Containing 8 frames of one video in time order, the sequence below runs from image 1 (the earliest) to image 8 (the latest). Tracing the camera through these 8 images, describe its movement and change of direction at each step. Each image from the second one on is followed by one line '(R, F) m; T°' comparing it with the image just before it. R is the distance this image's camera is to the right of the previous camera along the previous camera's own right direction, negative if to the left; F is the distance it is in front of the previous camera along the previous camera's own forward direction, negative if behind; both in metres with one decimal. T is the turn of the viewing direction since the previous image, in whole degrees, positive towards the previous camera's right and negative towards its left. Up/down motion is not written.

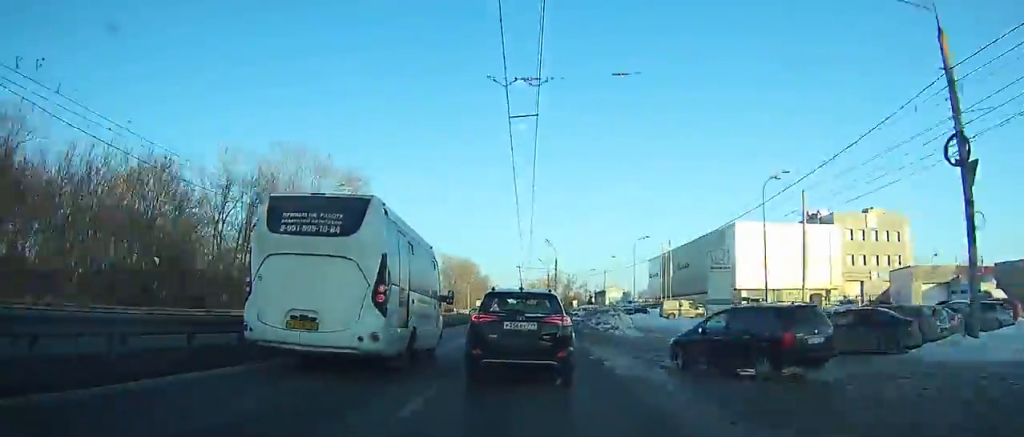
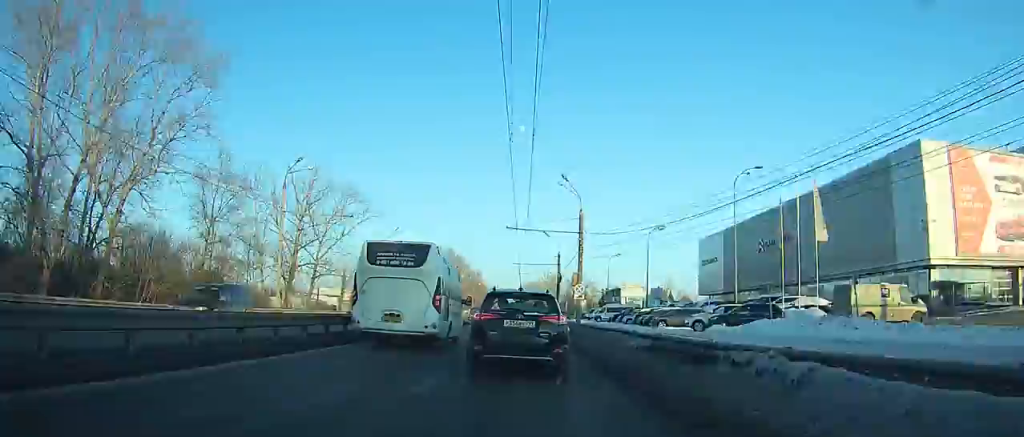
(0.0, +40.6) m; 0°
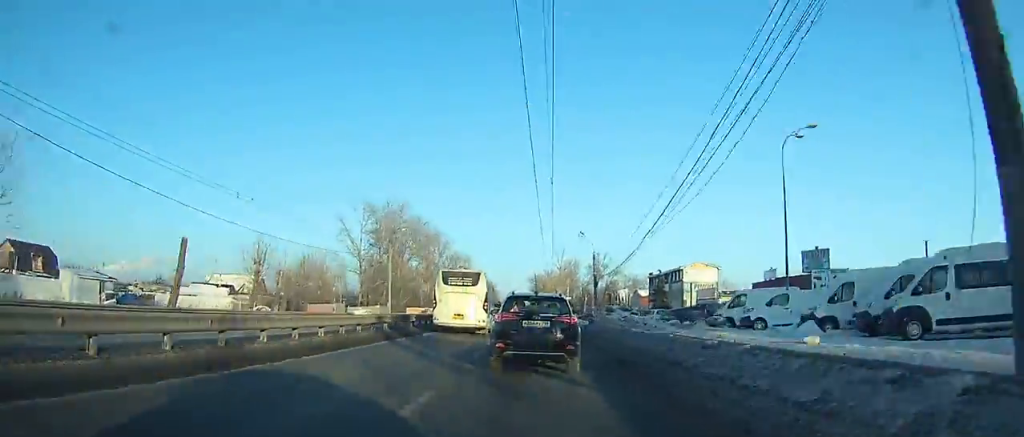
(-0.2, +68.7) m; 0°
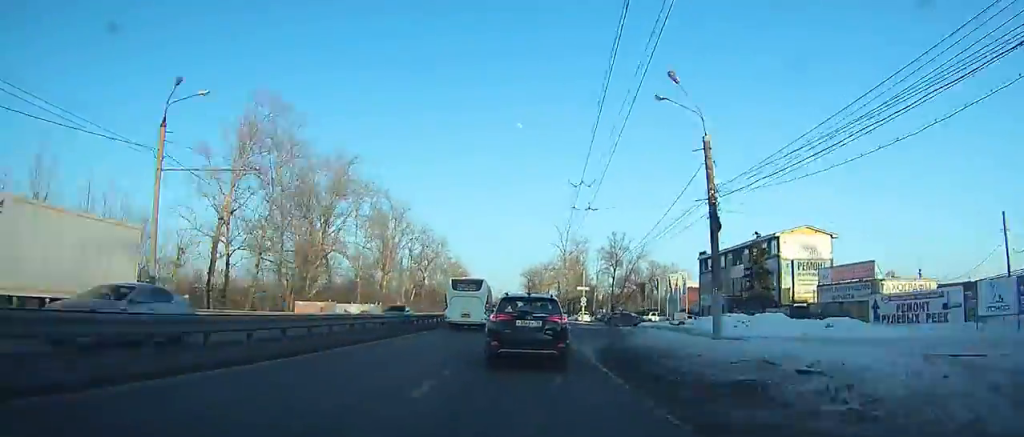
(0.0, +46.7) m; 0°
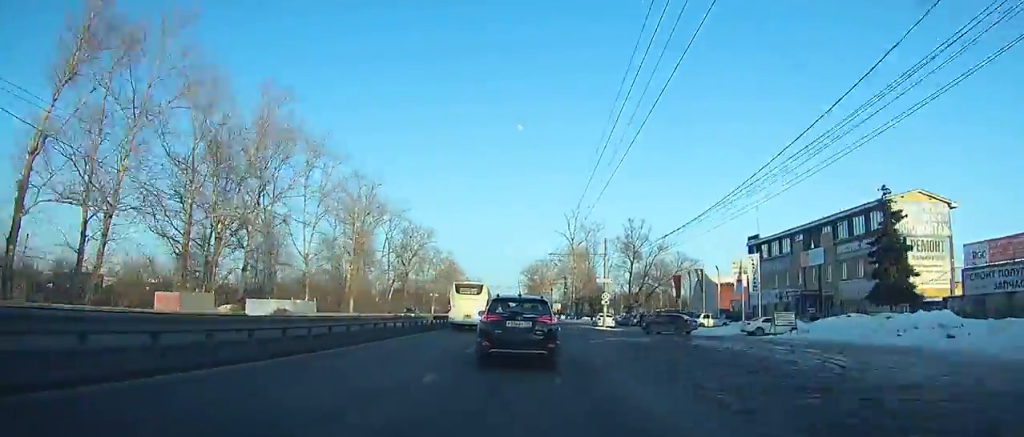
(0.0, +21.6) m; 0°
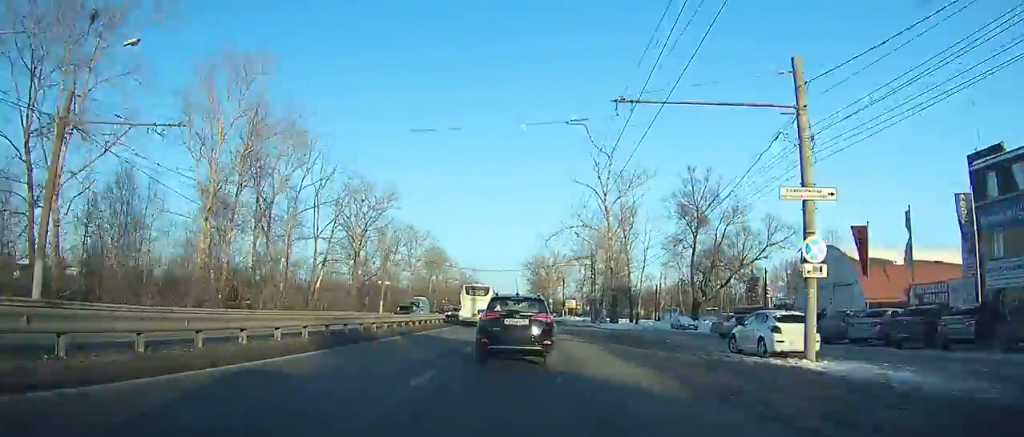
(0.0, +39.6) m; 0°
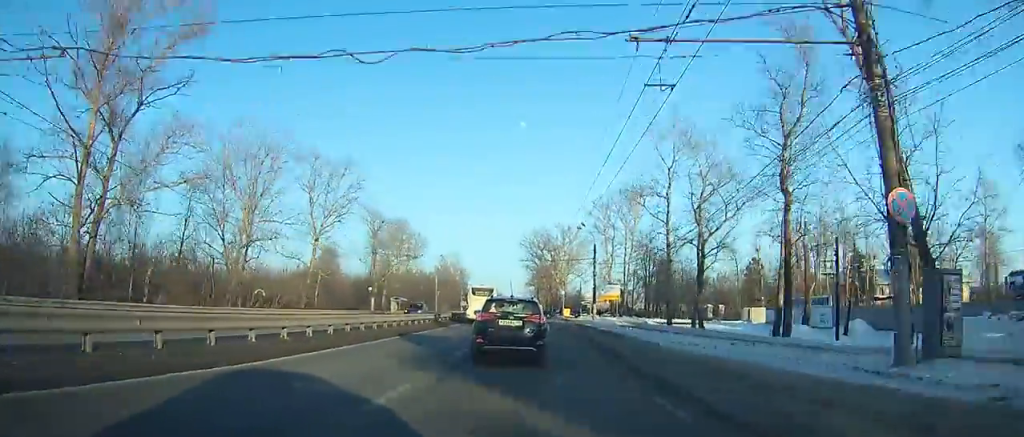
(-0.1, +54.9) m; 0°
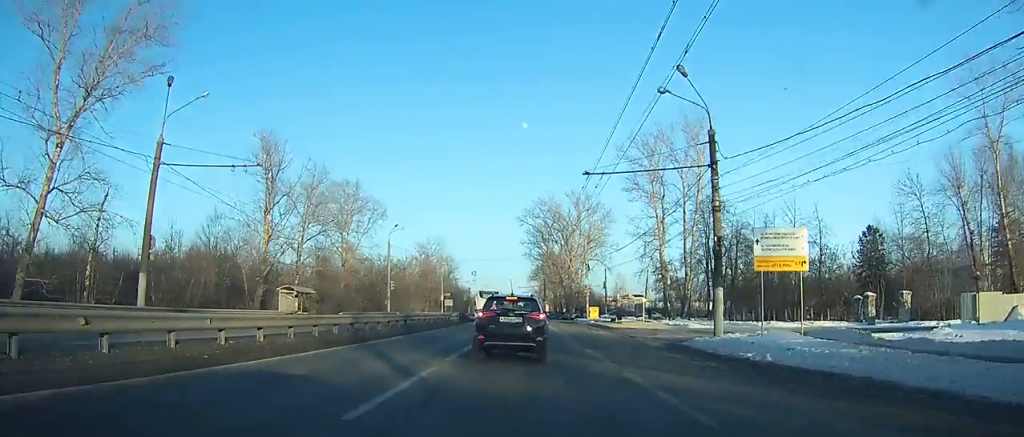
(+0.1, +36.4) m; 0°
